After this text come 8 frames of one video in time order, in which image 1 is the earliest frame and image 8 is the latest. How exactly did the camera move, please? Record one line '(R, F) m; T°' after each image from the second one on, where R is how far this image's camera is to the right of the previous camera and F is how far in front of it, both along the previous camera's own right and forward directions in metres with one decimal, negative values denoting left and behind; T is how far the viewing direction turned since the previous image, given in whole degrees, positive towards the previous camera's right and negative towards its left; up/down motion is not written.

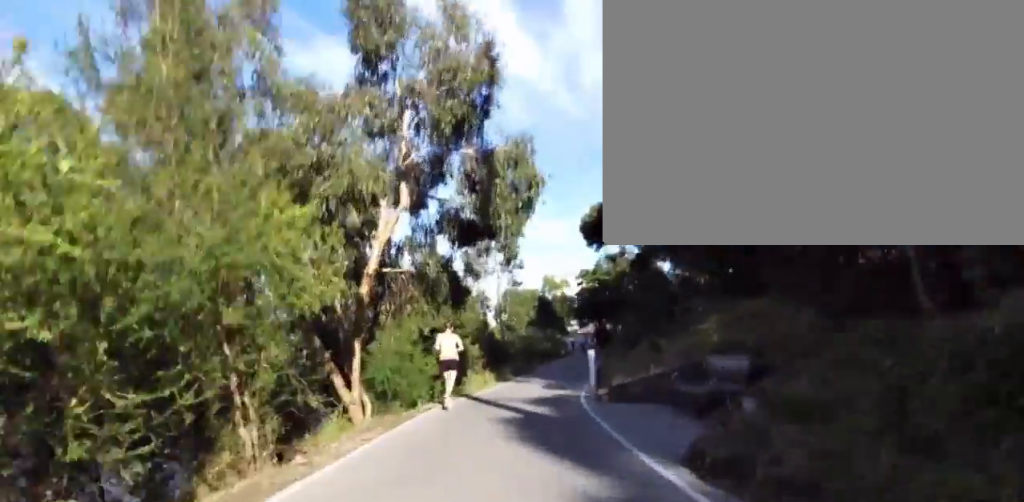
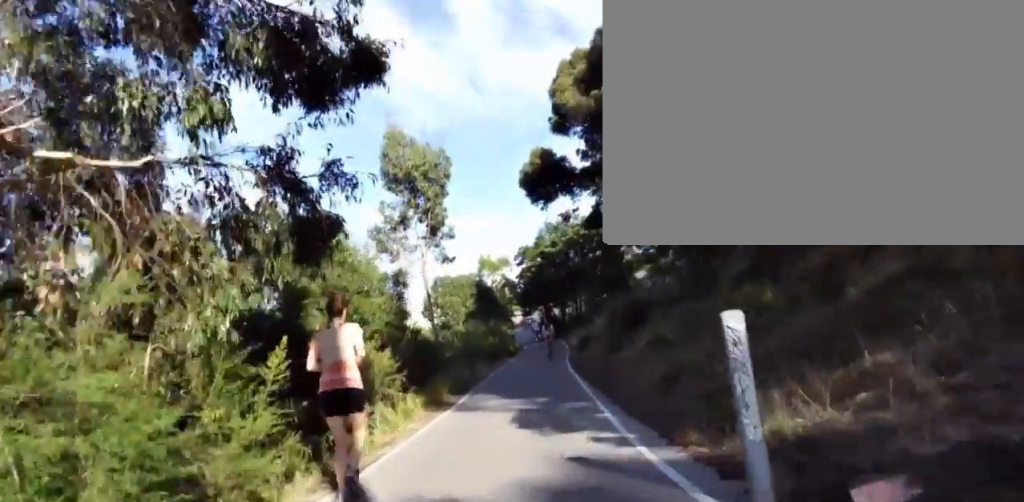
(-0.2, +9.4) m; 0°
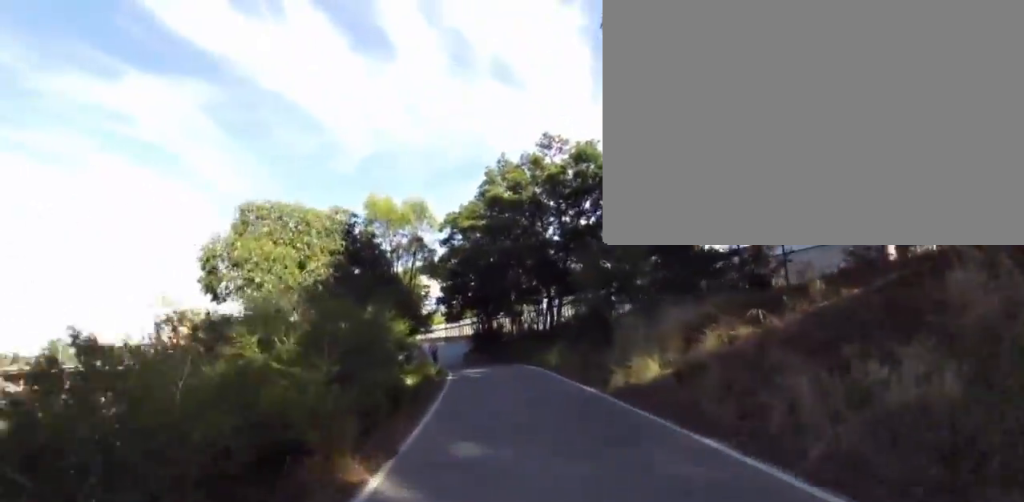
(+1.1, +24.4) m; +13°
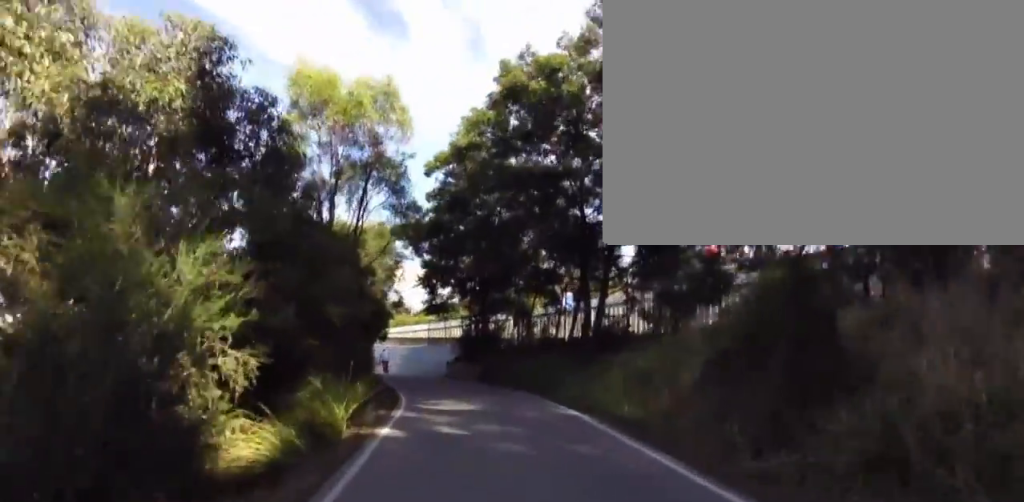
(+1.3, +9.7) m; +1°
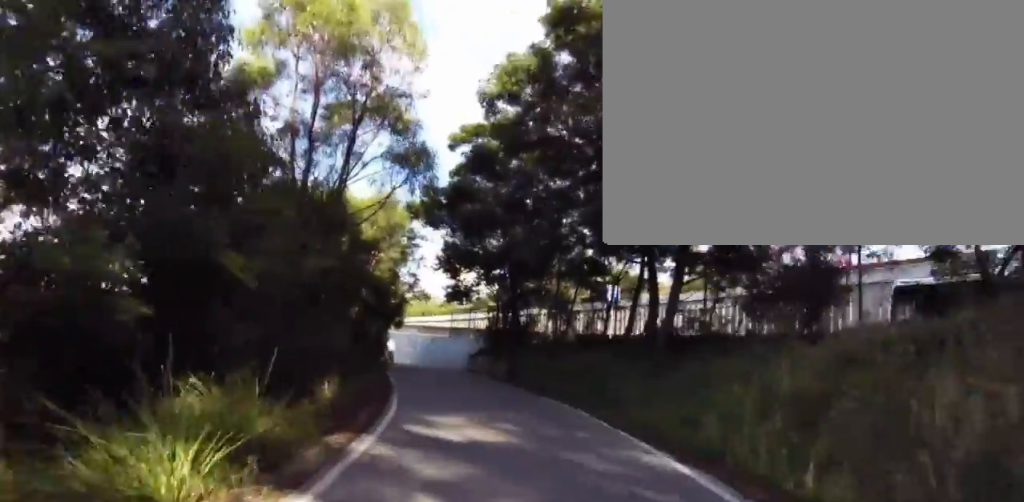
(-0.4, +4.0) m; -5°
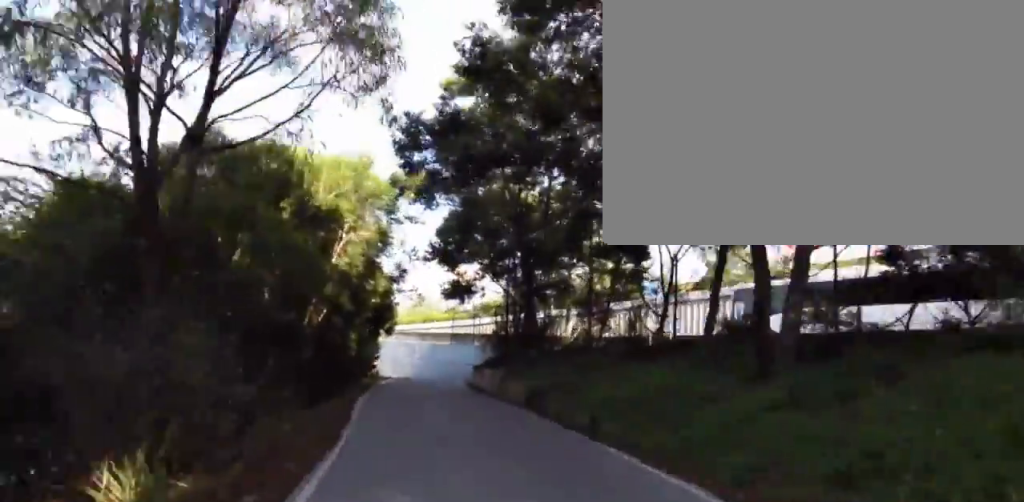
(-0.2, +4.7) m; -4°
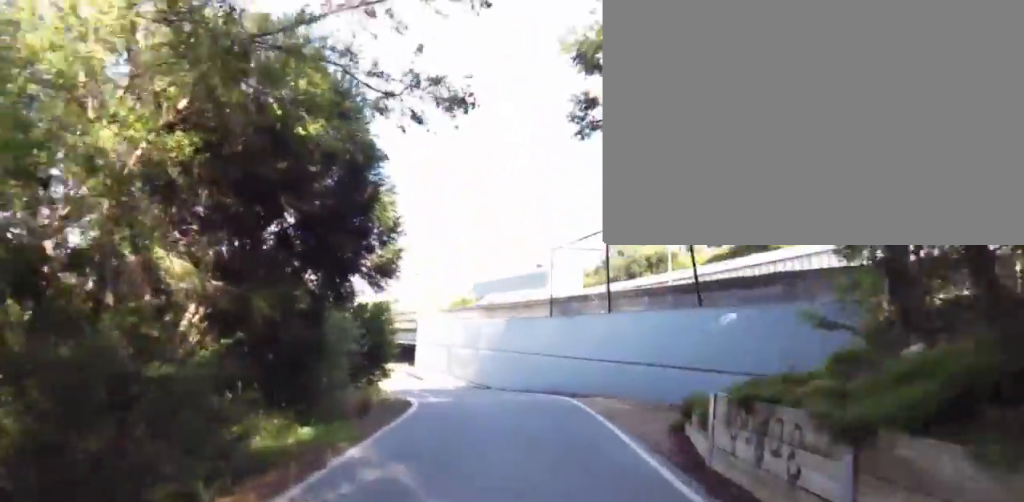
(-0.8, +18.2) m; -1°
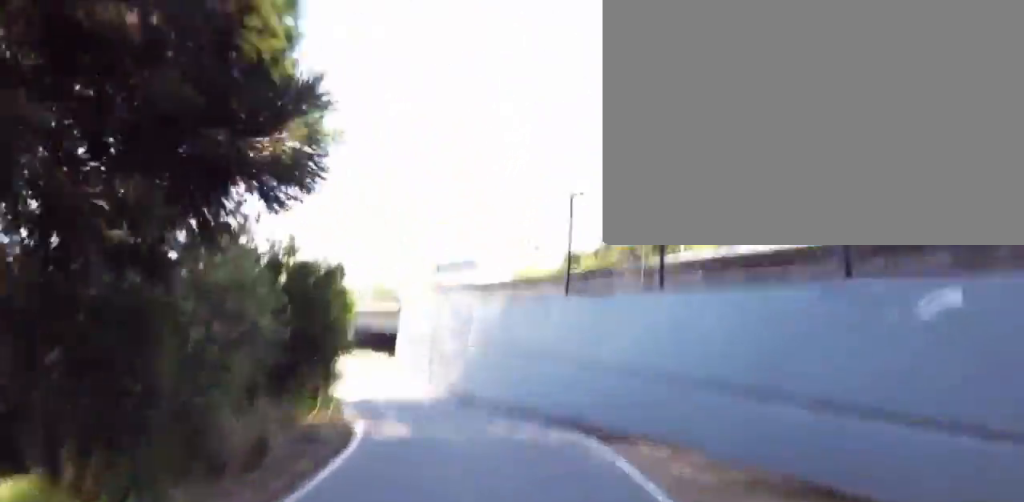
(+0.2, +3.8) m; -4°
